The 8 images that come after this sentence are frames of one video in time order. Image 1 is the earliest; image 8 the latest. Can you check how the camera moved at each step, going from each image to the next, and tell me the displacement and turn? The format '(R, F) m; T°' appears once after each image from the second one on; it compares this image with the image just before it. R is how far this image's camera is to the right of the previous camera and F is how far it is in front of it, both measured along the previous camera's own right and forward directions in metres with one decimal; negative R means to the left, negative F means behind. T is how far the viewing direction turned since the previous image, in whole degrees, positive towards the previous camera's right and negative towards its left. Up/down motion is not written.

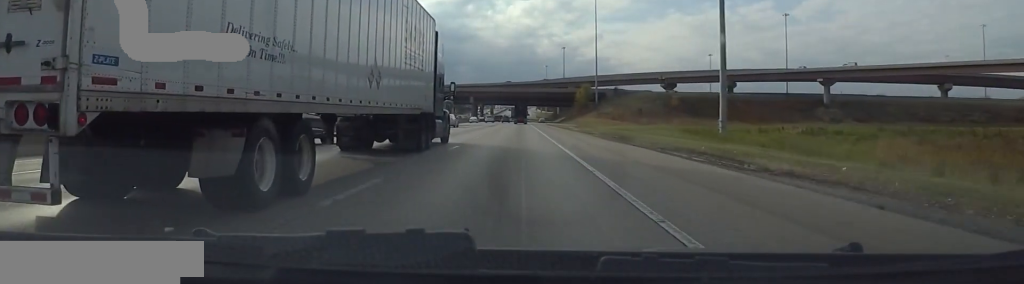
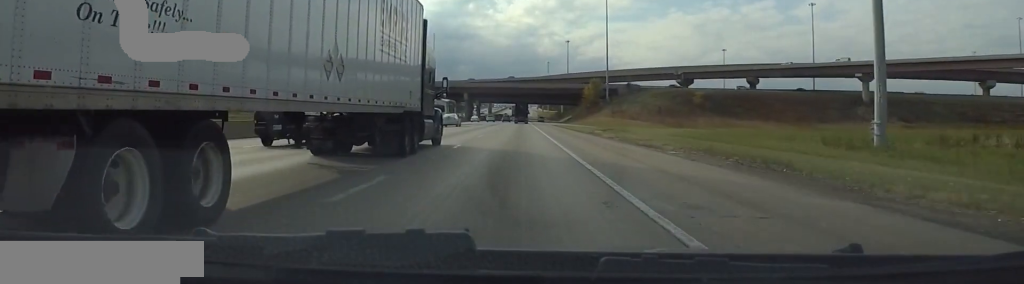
(0.0, +25.9) m; 0°
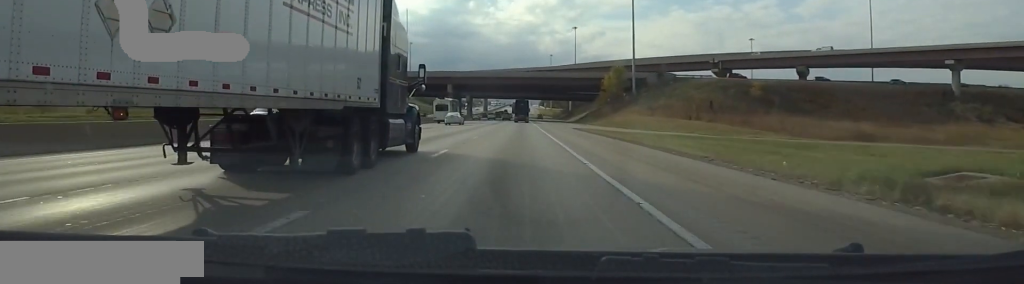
(0.0, +45.8) m; 0°
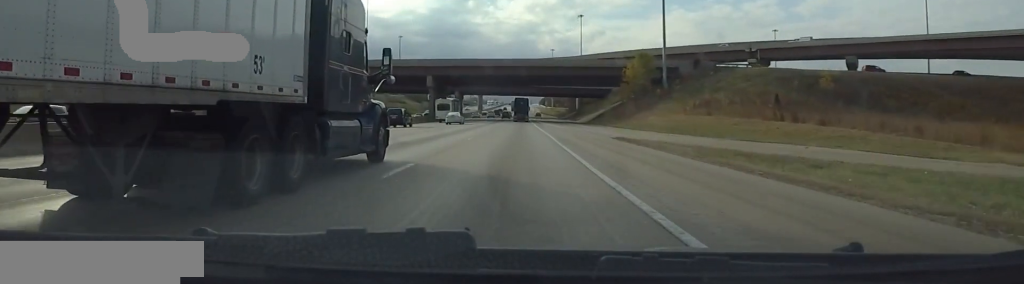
(0.0, +31.3) m; 0°
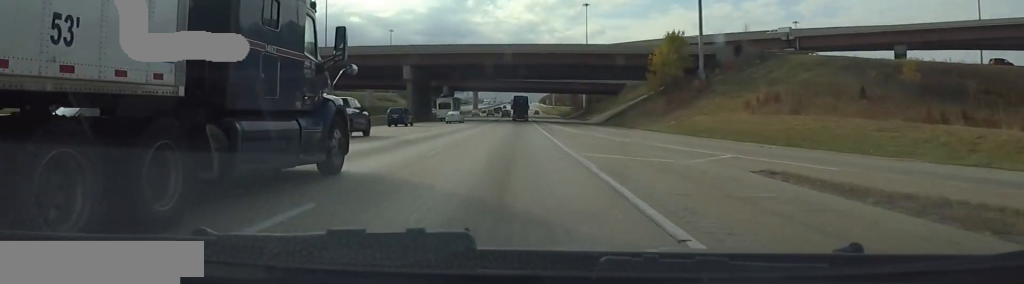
(0.0, +21.1) m; 0°
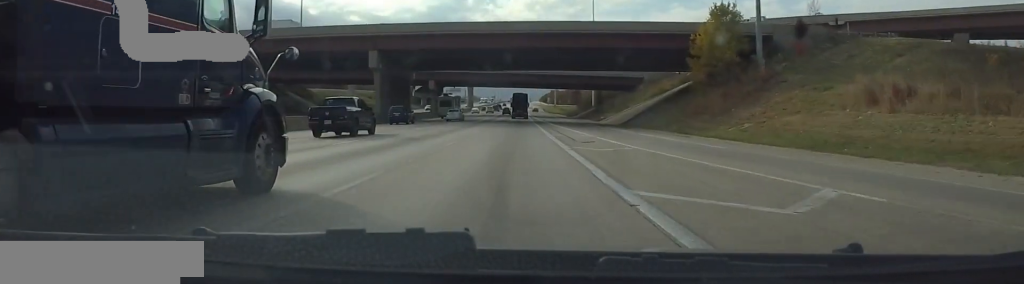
(0.0, +19.1) m; 0°
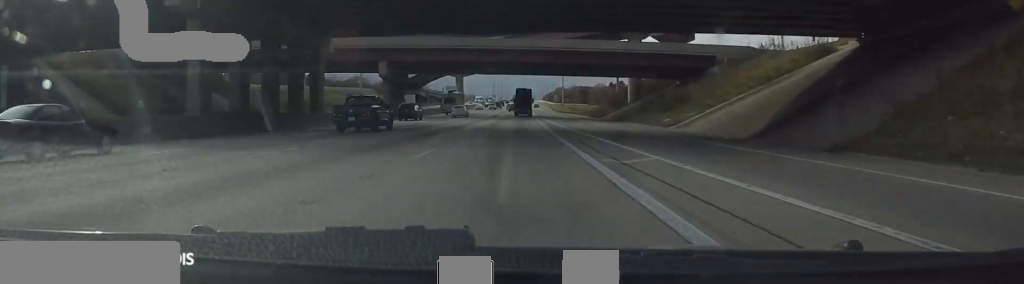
(0.0, +39.6) m; 0°
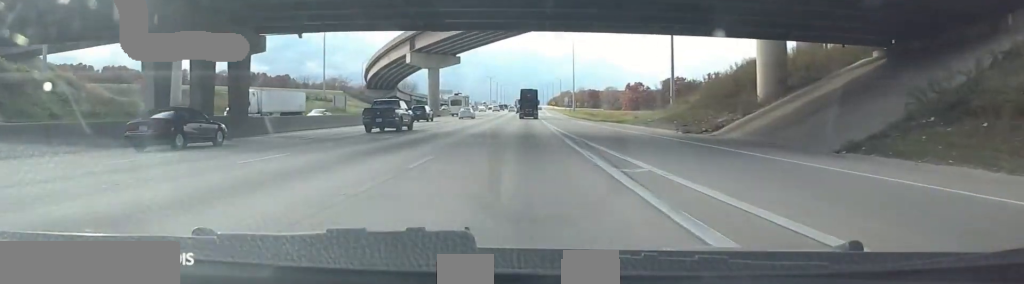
(0.0, +50.9) m; 0°
